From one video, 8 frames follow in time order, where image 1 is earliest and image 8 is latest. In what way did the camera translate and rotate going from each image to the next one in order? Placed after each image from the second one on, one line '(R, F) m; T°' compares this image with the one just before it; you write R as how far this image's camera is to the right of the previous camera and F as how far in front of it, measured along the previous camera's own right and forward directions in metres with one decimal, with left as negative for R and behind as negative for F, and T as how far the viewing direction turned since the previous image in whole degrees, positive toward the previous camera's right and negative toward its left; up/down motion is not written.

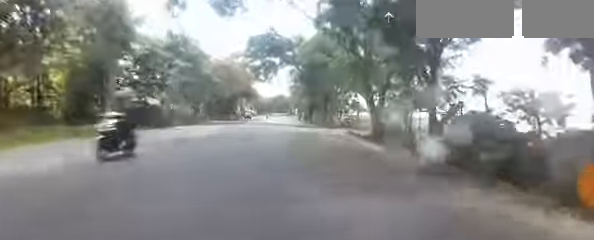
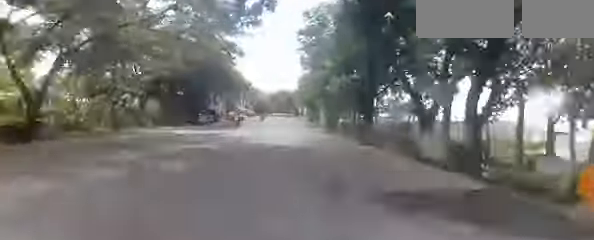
(+0.1, +23.7) m; 0°
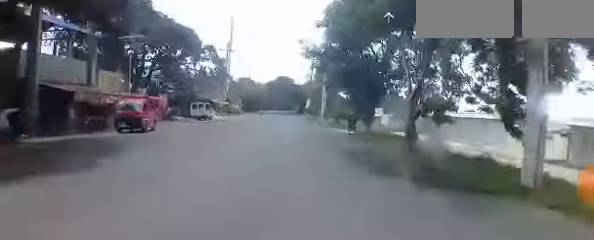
(-0.2, +32.1) m; -2°
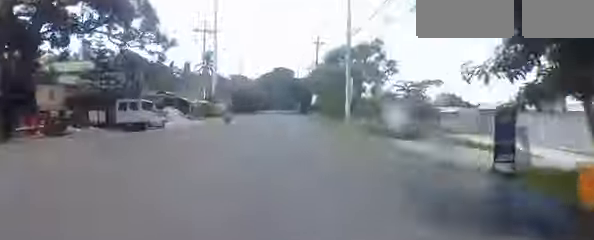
(-0.3, +15.9) m; 0°
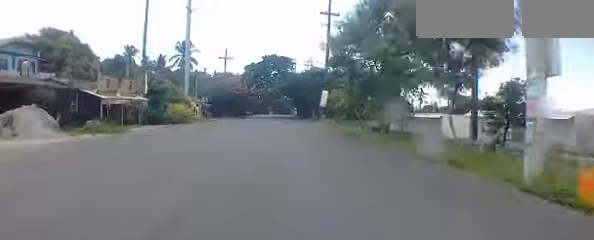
(+0.2, +18.9) m; +1°
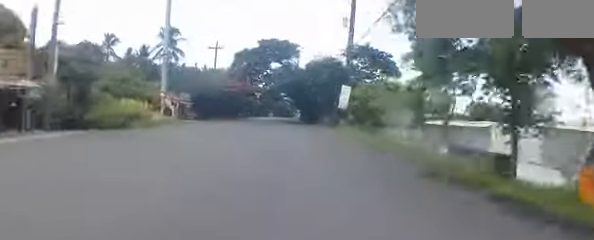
(0.0, +12.0) m; 0°
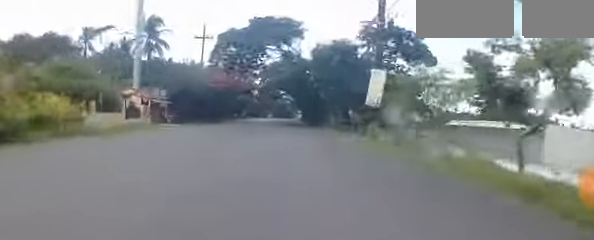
(+0.1, +9.0) m; 0°
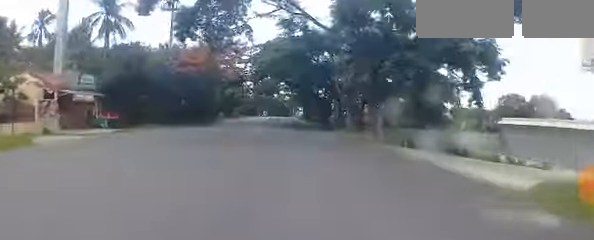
(+0.1, +12.7) m; 0°
